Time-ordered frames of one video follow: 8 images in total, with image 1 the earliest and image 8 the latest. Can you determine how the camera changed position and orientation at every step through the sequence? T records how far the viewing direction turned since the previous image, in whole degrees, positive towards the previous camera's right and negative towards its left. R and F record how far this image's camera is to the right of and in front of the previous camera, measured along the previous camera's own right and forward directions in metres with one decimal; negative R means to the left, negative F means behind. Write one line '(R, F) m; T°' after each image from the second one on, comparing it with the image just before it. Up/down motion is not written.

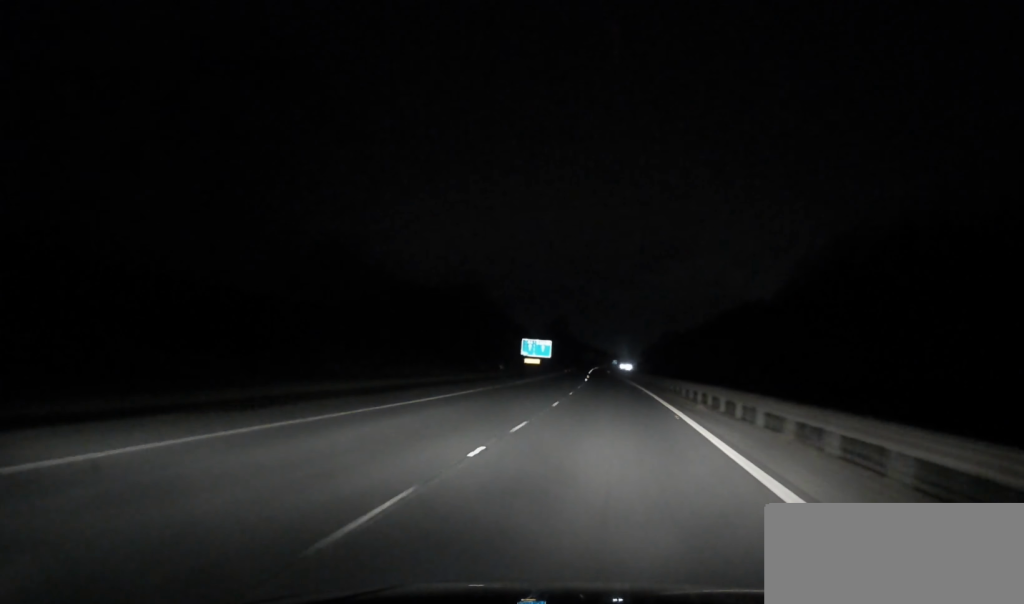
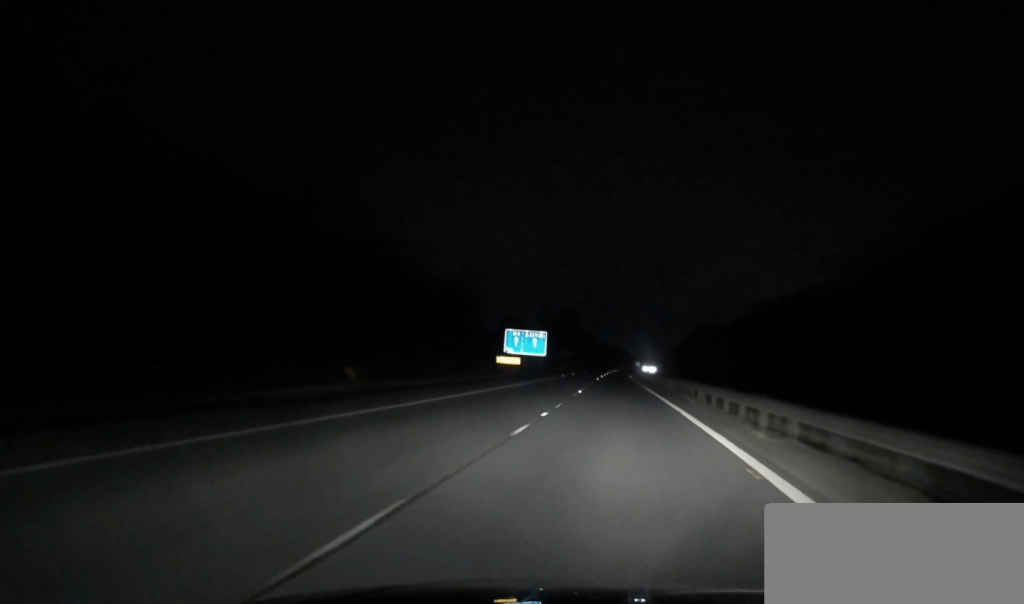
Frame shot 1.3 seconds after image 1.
(-0.5, +44.1) m; -1°
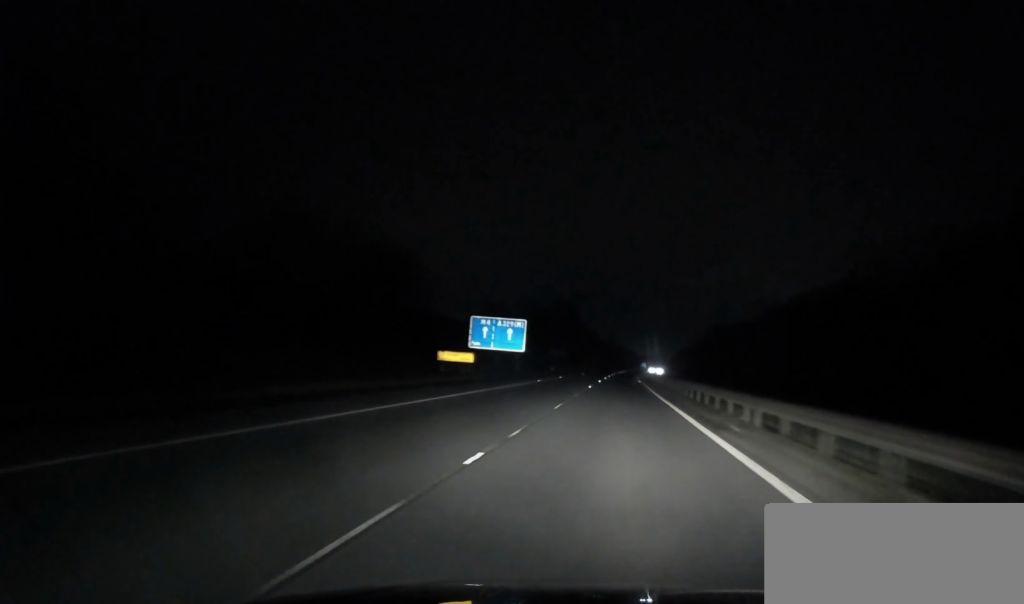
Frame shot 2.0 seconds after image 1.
(-0.1, +26.2) m; -1°
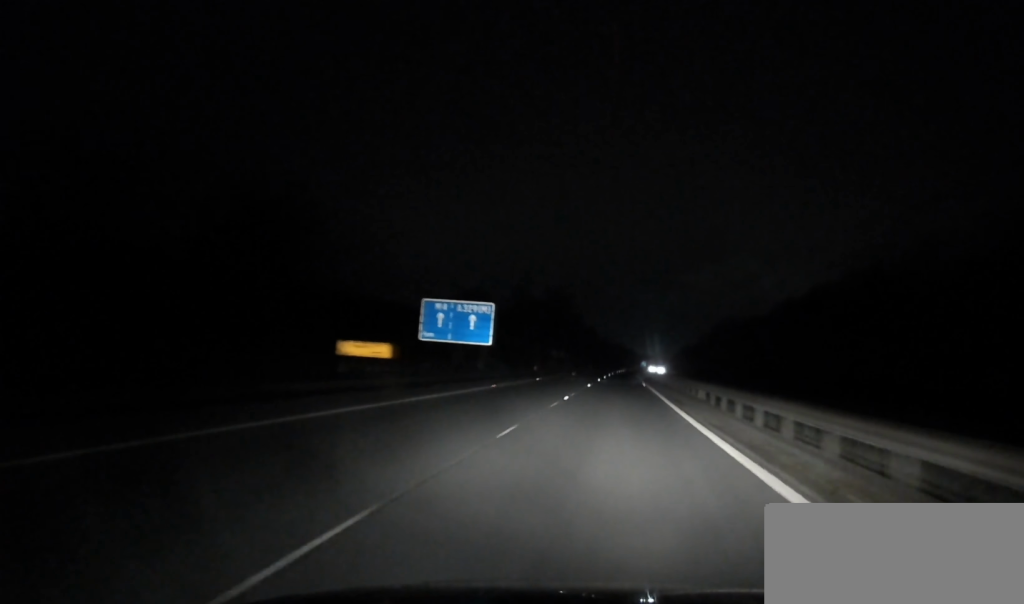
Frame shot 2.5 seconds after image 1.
(0.0, +19.1) m; 0°
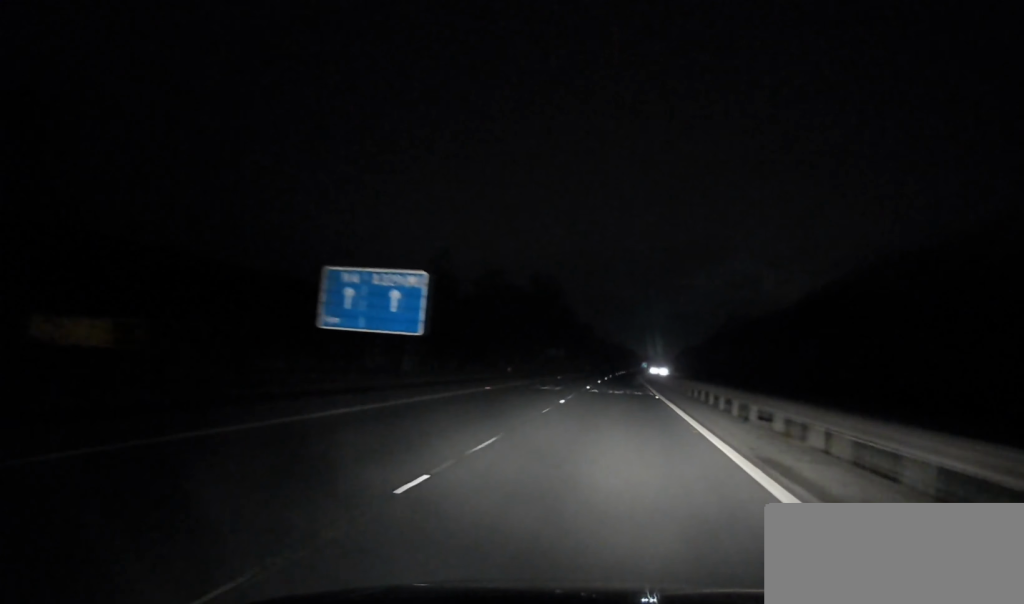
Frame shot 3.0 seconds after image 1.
(-0.2, +19.3) m; 0°
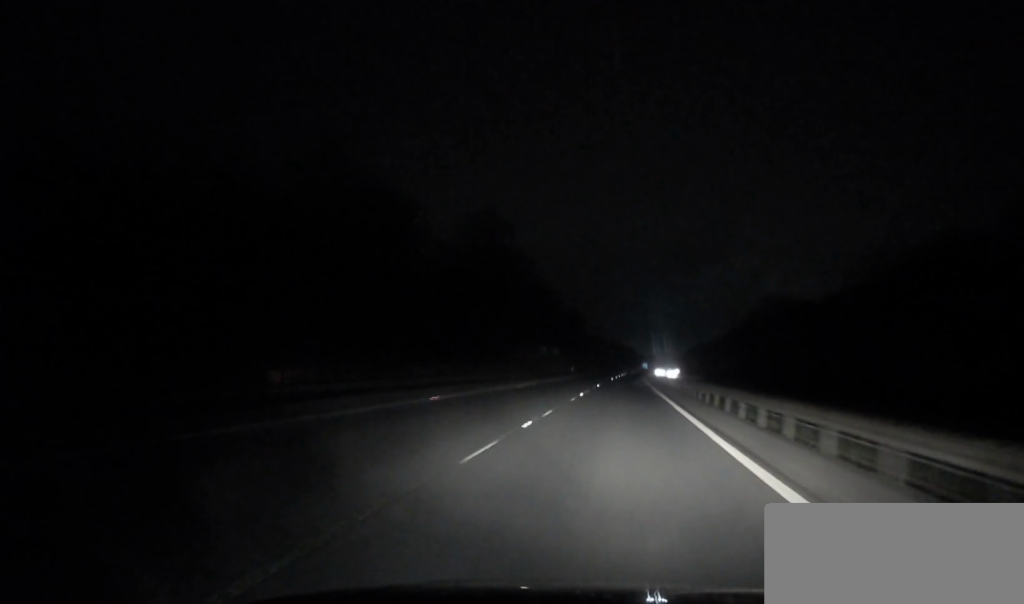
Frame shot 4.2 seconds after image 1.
(-0.2, +44.3) m; 0°
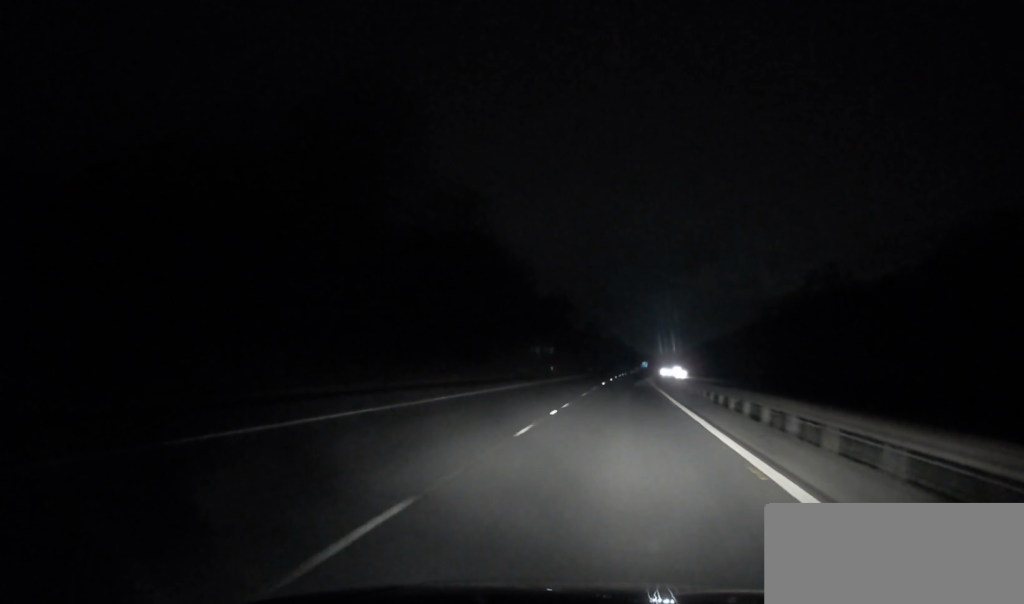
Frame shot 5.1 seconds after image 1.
(+0.3, +32.4) m; 0°
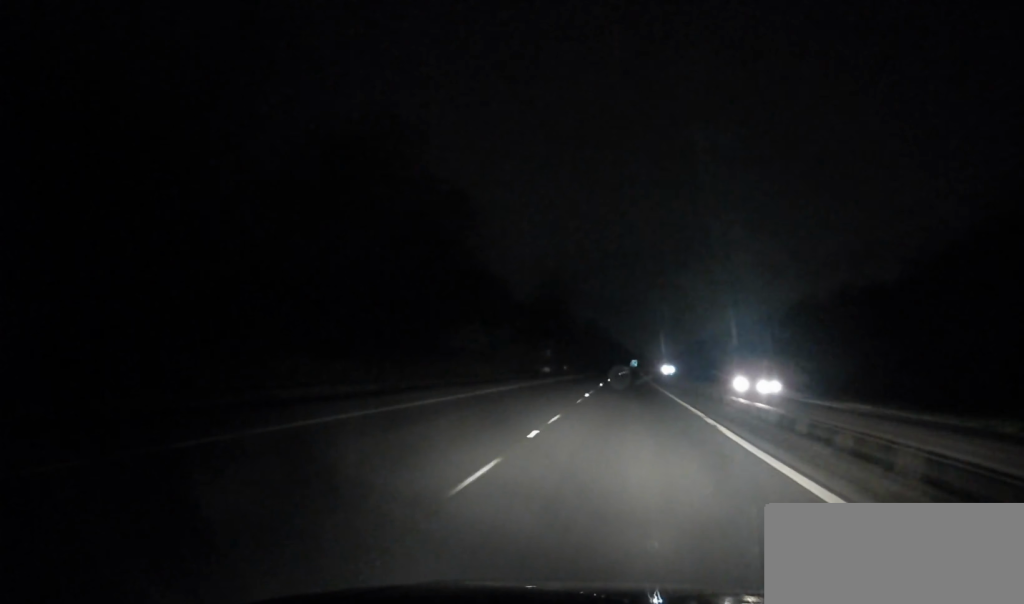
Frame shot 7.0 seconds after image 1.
(0.0, +76.6) m; 0°
